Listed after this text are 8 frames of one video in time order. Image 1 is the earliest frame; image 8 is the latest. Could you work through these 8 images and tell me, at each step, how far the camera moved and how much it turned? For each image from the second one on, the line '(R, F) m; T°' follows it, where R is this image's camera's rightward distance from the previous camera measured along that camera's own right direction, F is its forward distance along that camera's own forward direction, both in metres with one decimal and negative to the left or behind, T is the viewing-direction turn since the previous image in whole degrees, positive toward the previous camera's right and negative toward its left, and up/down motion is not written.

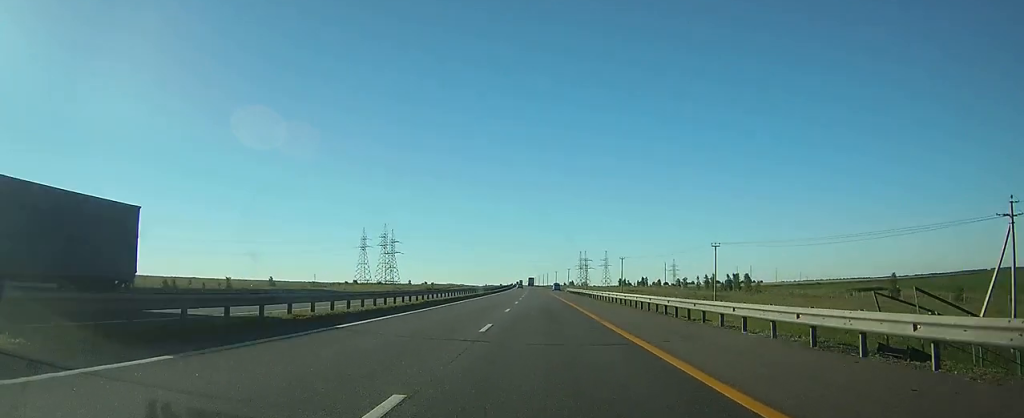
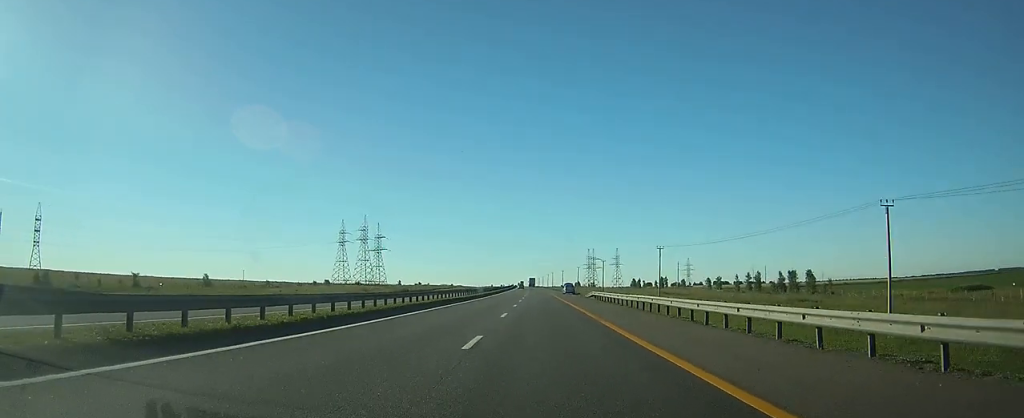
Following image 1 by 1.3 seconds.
(-0.1, +40.1) m; 0°
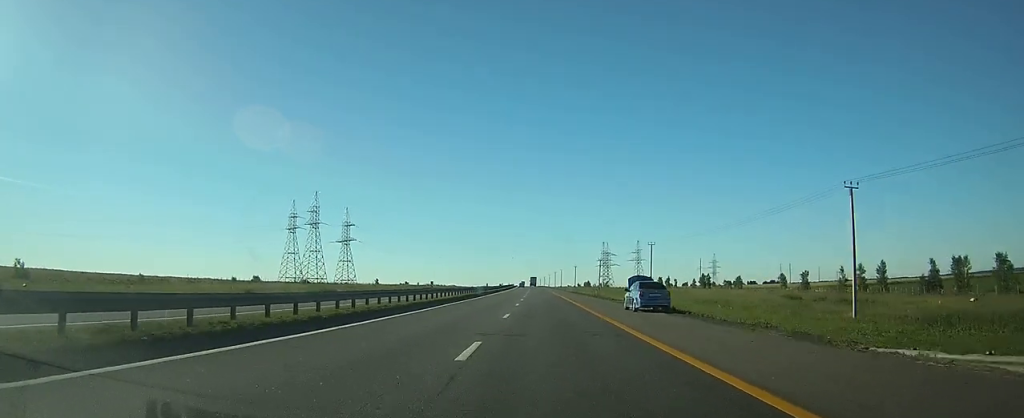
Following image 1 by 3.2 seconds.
(-0.5, +62.0) m; -1°
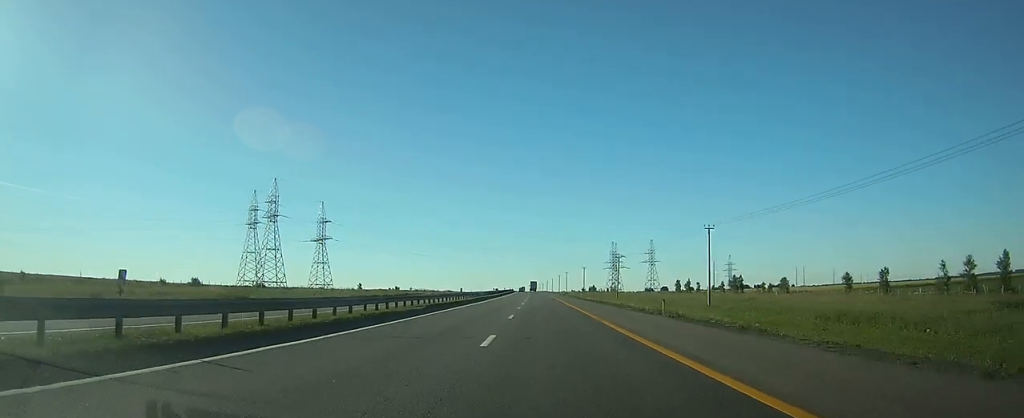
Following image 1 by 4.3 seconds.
(0.0, +32.4) m; 0°
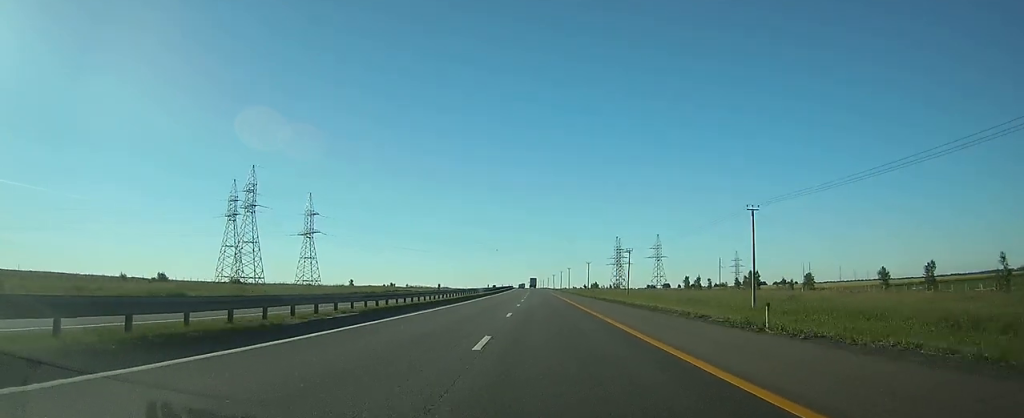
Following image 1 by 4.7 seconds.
(0.0, +13.6) m; 0°
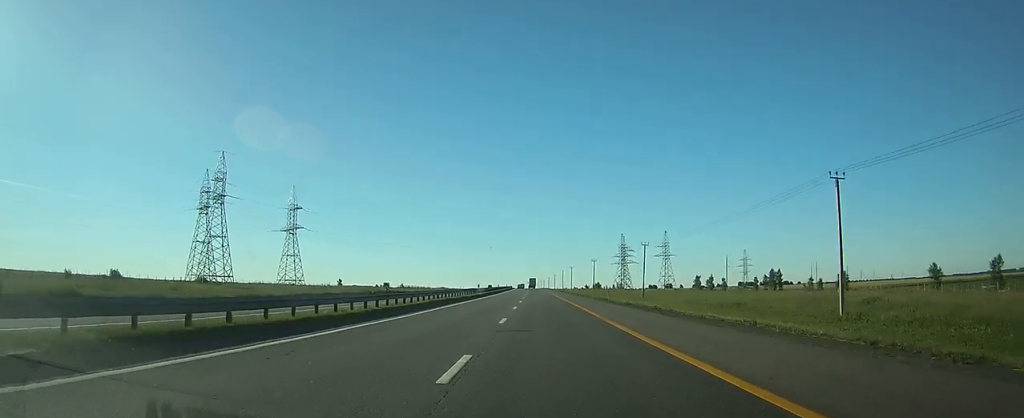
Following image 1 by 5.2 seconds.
(0.0, +15.7) m; 0°
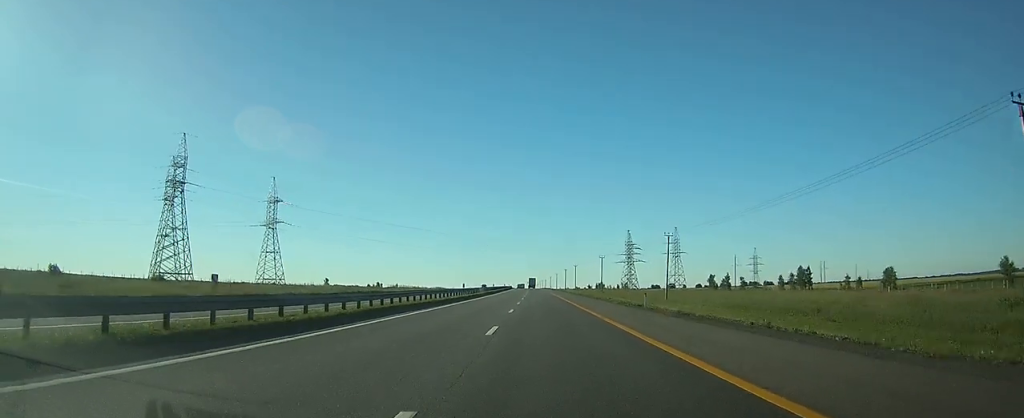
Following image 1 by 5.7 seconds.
(0.0, +16.7) m; 0°
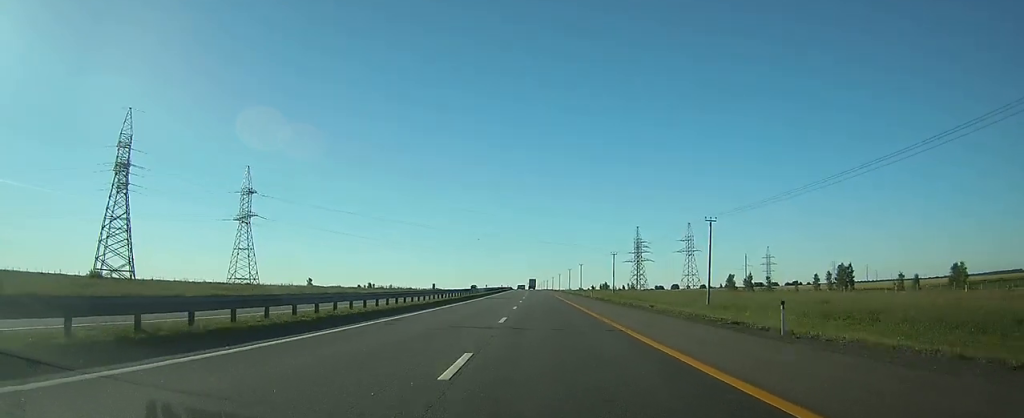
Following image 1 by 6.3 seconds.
(0.0, +18.7) m; 0°
